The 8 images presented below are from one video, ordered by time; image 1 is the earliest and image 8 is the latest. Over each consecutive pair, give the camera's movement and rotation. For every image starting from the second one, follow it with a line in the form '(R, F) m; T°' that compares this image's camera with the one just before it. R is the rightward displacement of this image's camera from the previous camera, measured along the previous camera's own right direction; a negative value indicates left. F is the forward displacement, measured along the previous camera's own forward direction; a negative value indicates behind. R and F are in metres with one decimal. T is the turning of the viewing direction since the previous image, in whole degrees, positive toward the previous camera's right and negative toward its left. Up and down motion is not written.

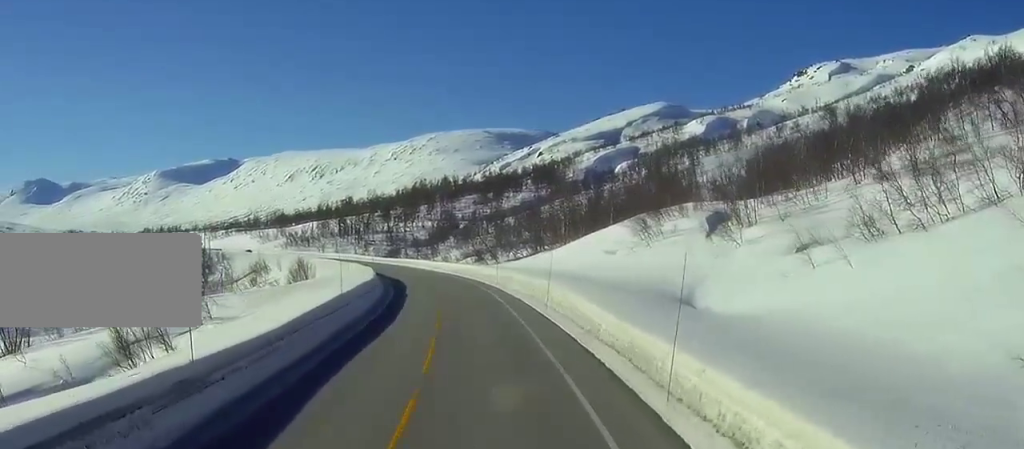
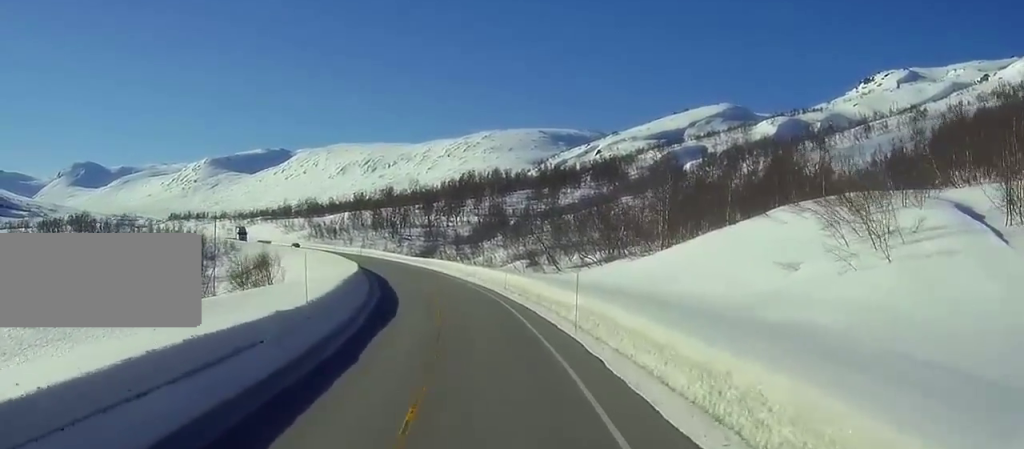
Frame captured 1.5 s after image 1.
(-1.7, +36.5) m; -5°
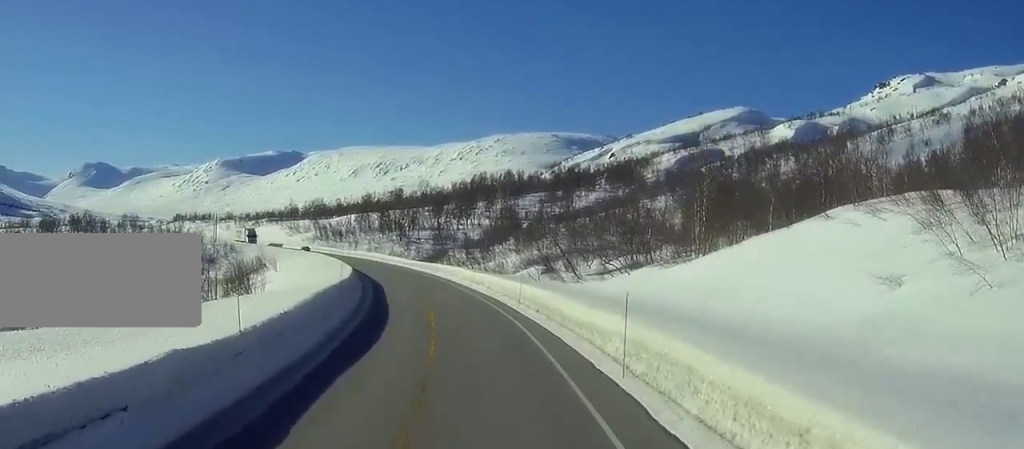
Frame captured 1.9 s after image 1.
(-0.2, +9.4) m; -1°
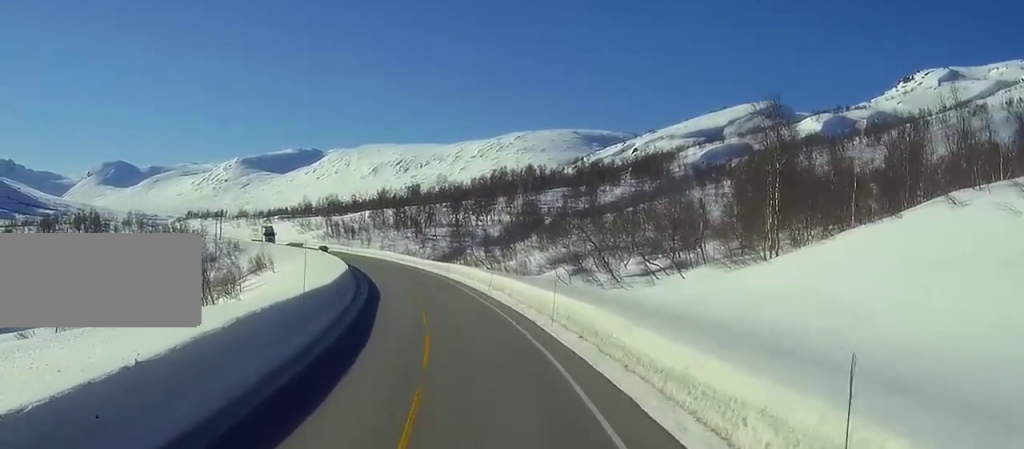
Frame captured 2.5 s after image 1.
(-0.1, +13.0) m; 0°
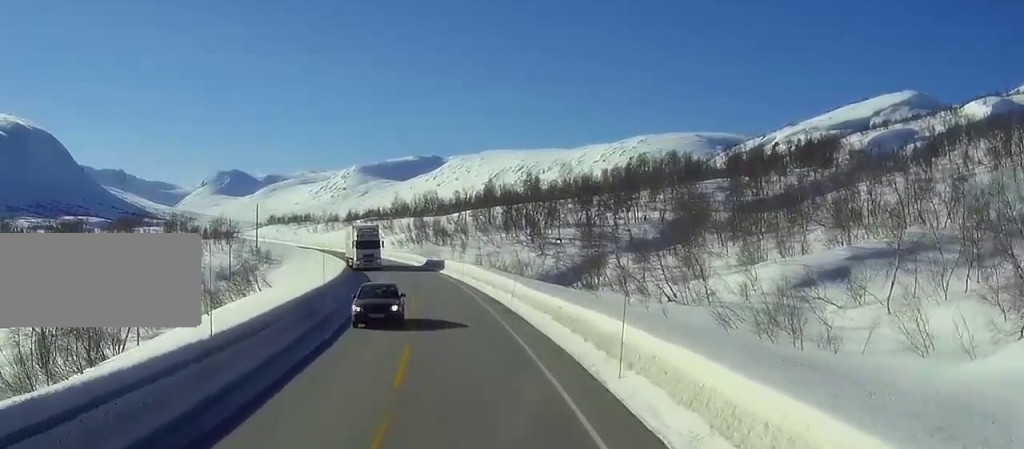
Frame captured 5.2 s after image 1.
(0.0, +63.7) m; 0°
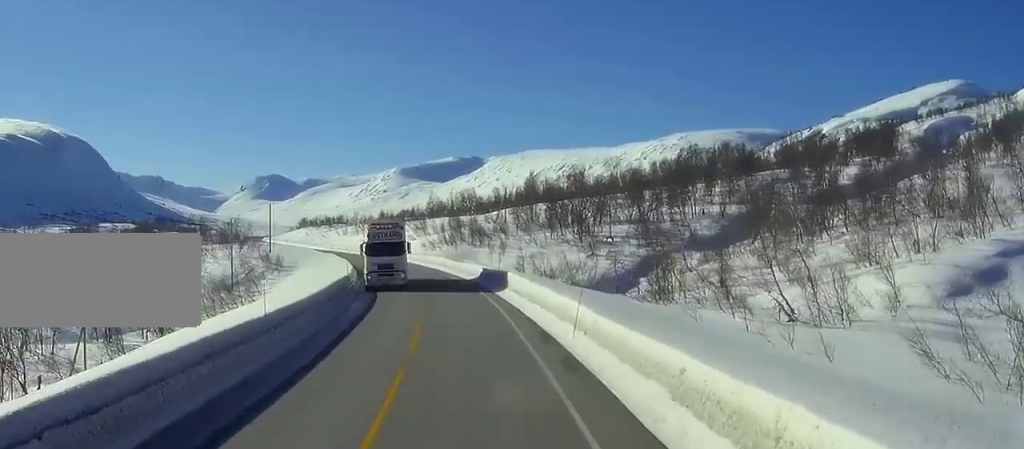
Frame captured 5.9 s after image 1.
(0.0, +17.9) m; 0°
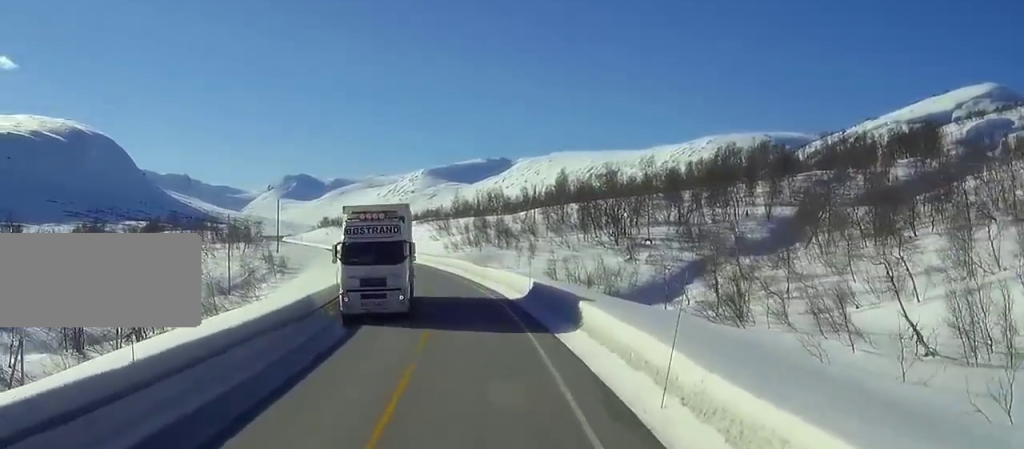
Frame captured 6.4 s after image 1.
(0.0, +12.0) m; -2°
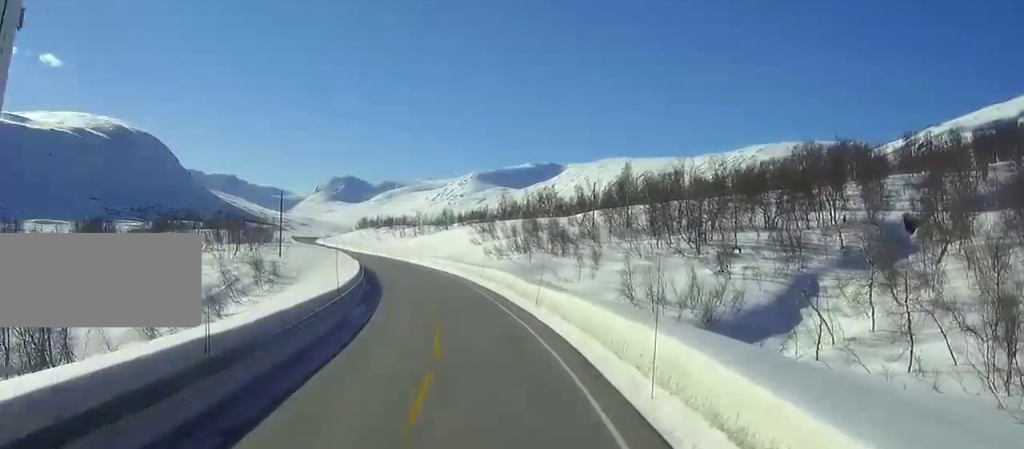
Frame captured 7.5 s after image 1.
(-1.0, +25.2) m; -5°
